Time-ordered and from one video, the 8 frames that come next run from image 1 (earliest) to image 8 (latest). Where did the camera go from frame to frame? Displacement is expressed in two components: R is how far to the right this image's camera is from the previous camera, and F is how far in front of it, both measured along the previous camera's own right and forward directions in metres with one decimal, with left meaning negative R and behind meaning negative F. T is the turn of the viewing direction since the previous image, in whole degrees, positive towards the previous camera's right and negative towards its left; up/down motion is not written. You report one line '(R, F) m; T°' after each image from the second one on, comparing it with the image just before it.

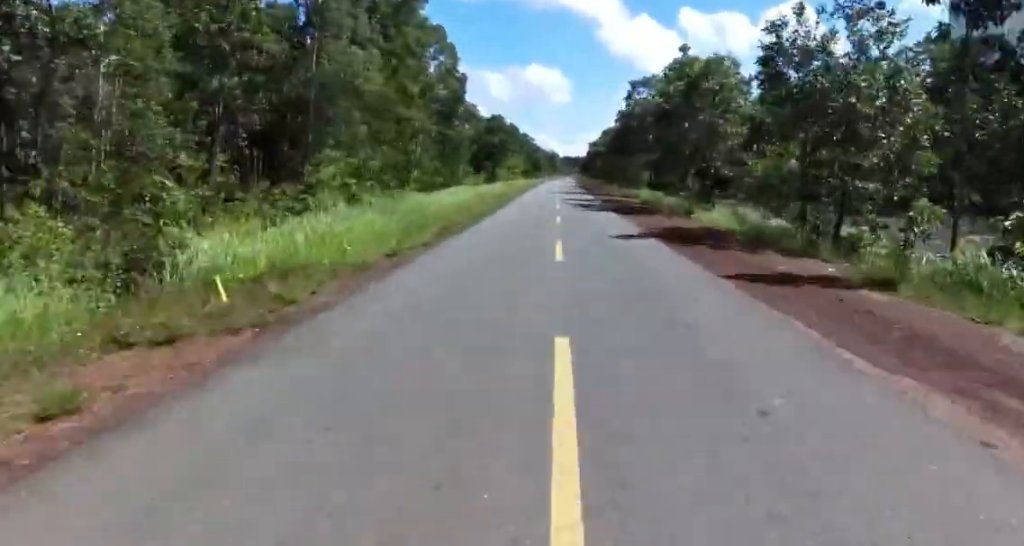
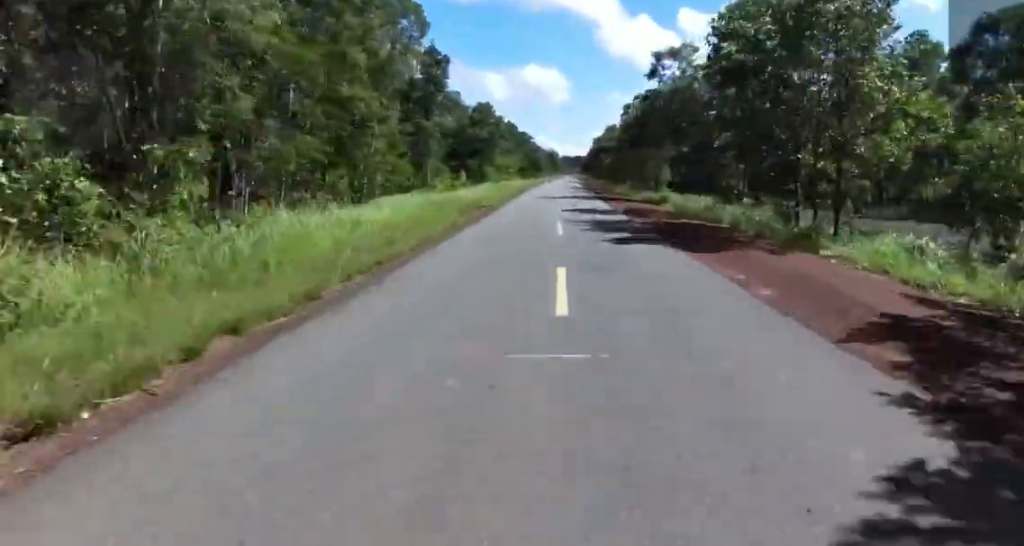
(0.0, +11.4) m; 0°
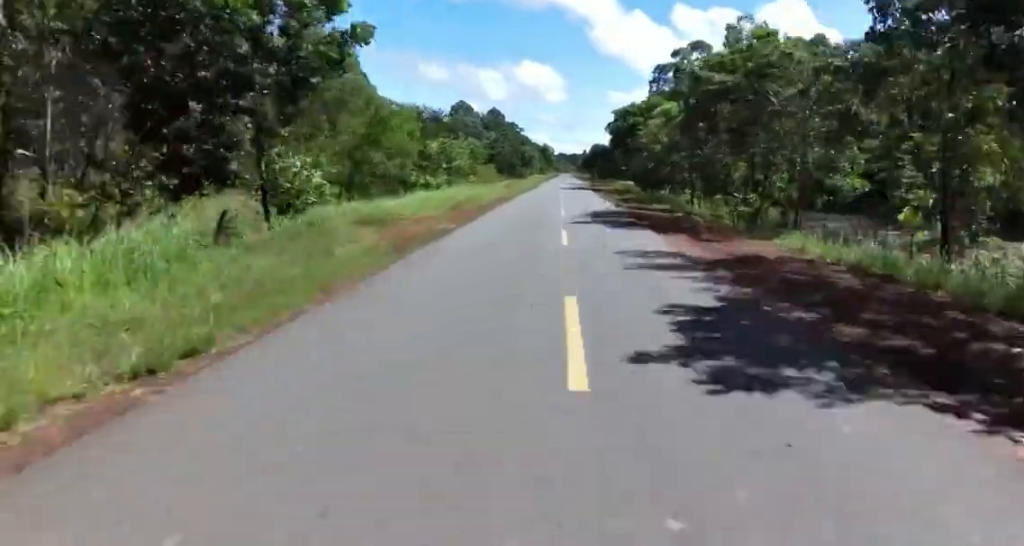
(0.0, +44.3) m; 0°
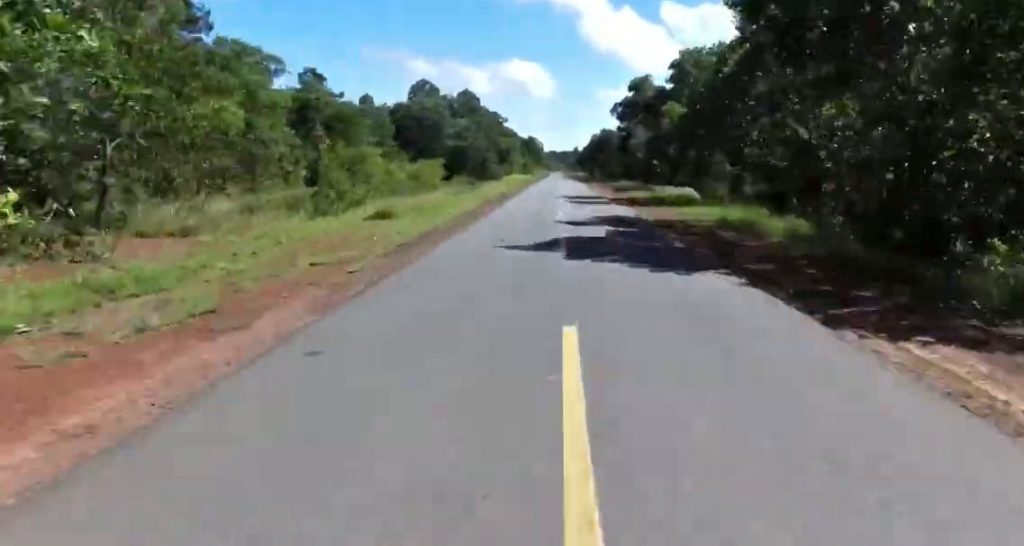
(-0.6, +43.9) m; -2°
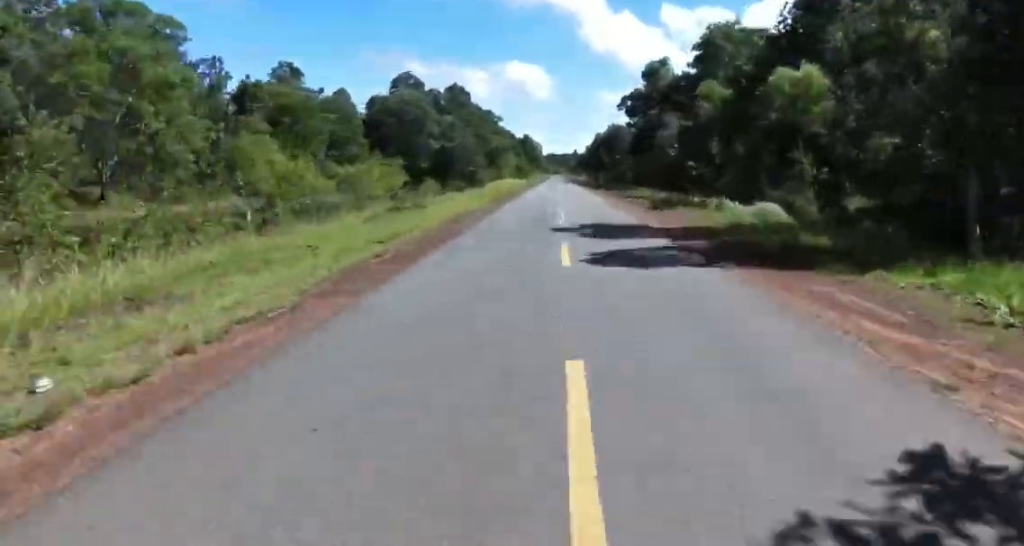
(-0.6, +16.2) m; 0°
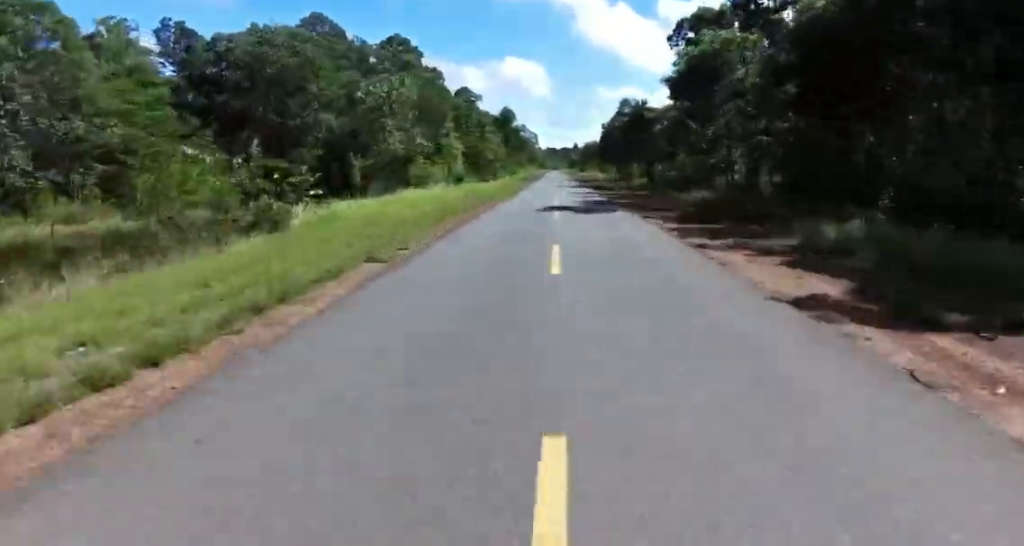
(+1.9, +51.9) m; +2°
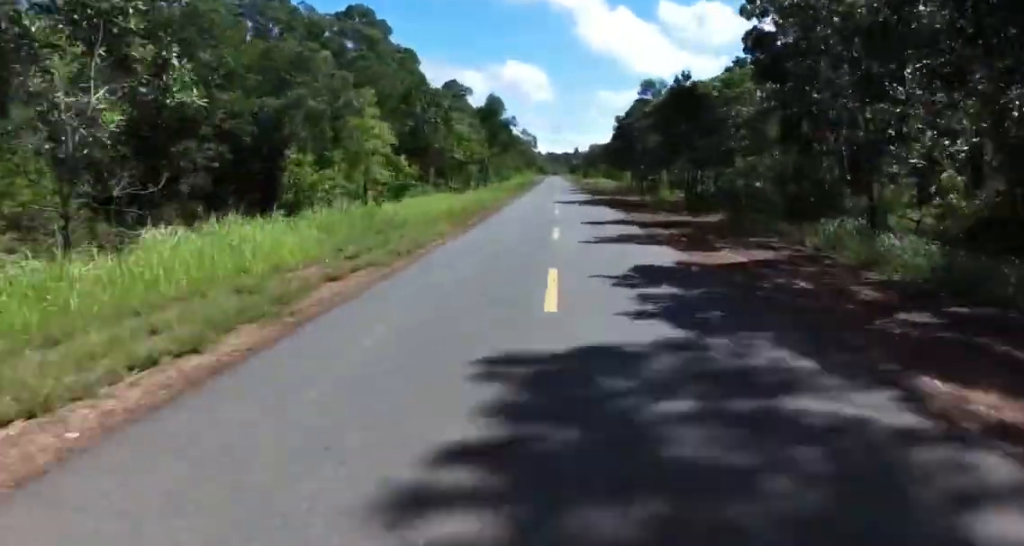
(0.0, +17.5) m; 0°
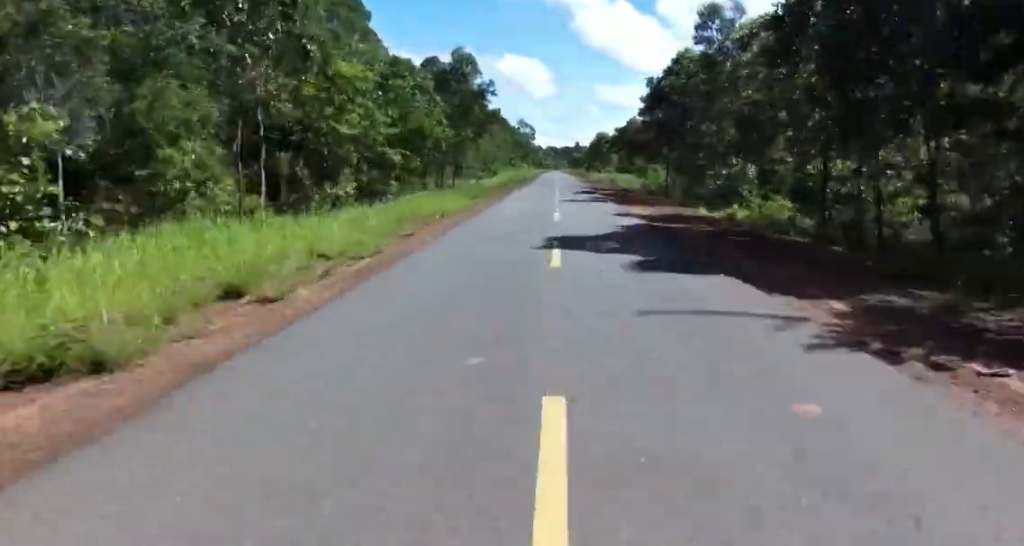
(0.0, +23.5) m; 0°
